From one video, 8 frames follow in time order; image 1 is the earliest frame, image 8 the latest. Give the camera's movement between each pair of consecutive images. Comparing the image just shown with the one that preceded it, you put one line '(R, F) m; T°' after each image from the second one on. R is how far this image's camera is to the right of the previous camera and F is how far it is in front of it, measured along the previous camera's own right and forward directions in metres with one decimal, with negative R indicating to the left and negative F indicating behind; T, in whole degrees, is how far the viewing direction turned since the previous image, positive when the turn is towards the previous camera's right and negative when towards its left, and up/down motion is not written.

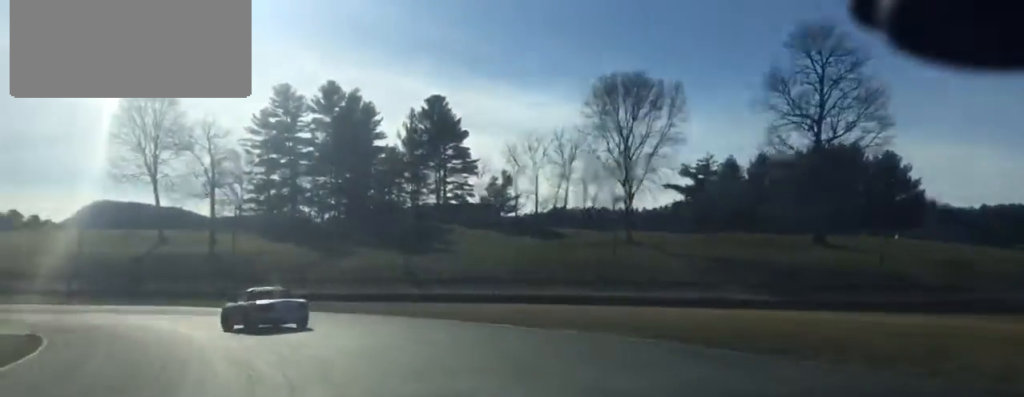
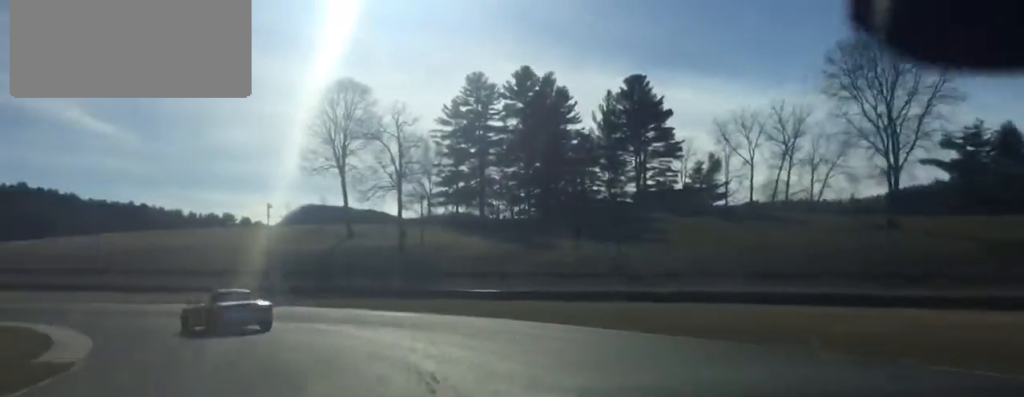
(-1.9, +15.5) m; -11°
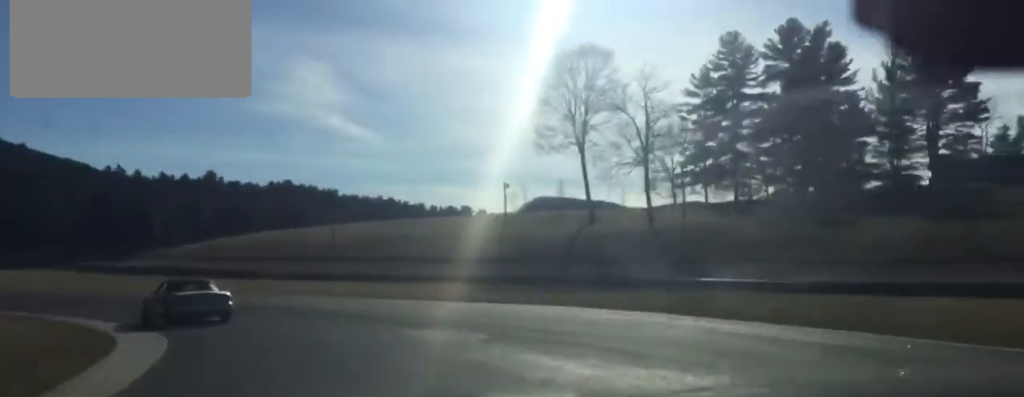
(-1.3, +16.3) m; -13°
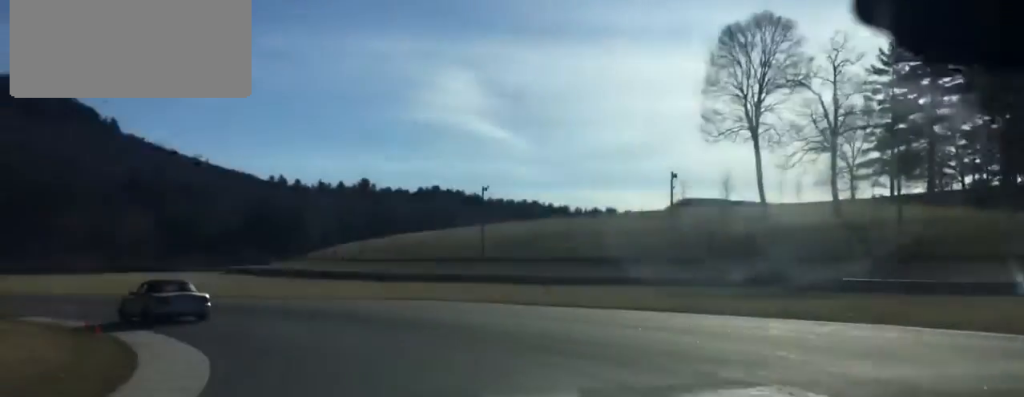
(-0.1, +10.6) m; -12°
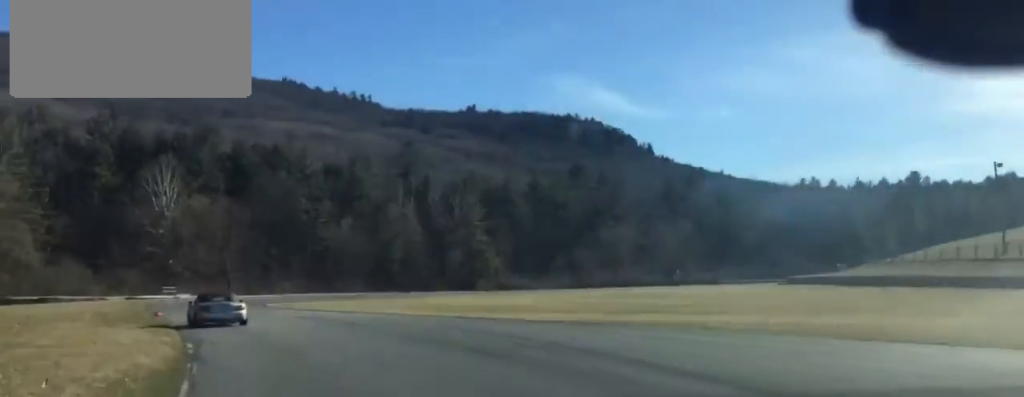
(-12.7, +32.4) m; -34°
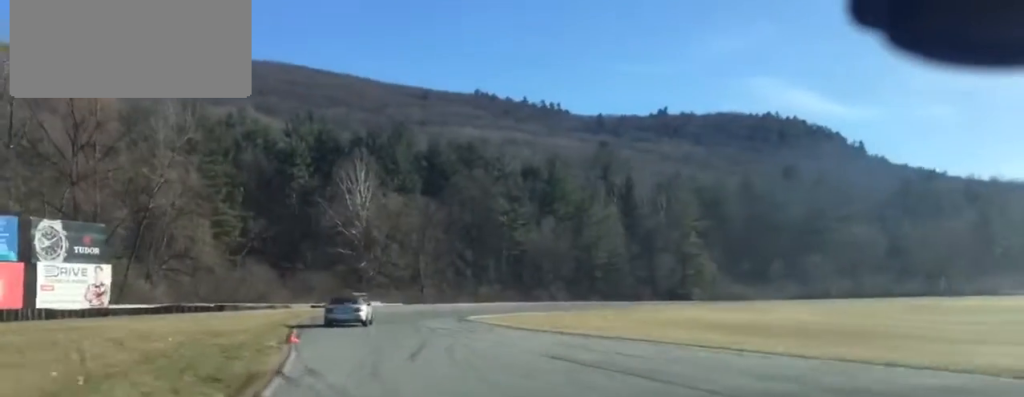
(-1.9, +23.4) m; -6°
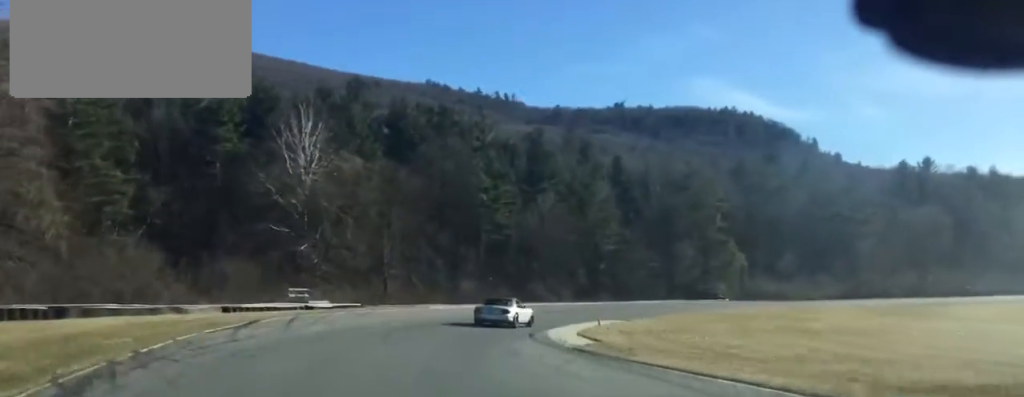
(+0.1, +31.9) m; +6°
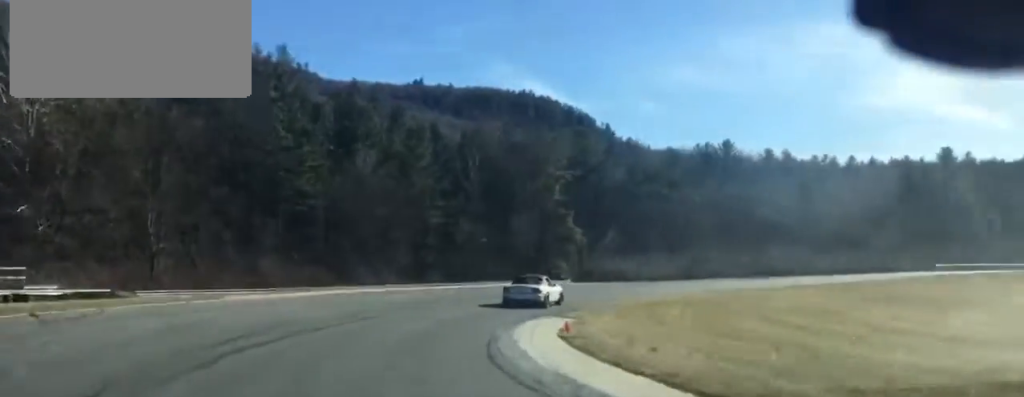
(+0.8, +18.6) m; +10°
